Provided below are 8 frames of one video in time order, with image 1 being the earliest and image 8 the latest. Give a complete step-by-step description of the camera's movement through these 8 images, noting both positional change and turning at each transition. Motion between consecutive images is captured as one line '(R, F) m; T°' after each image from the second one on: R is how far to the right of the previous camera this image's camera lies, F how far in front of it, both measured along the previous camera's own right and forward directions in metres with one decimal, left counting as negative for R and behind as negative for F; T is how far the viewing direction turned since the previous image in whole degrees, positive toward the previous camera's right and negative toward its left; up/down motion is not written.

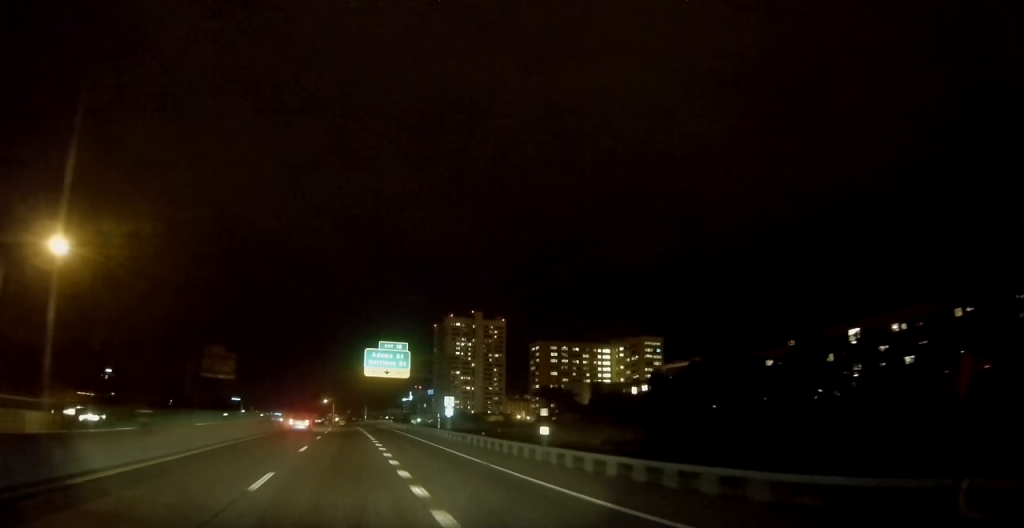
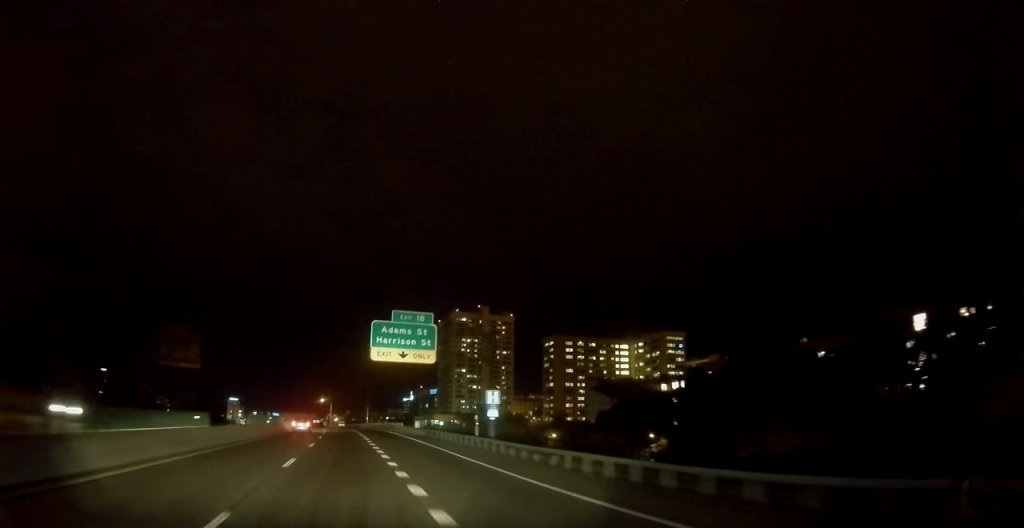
(+0.1, +18.2) m; 0°
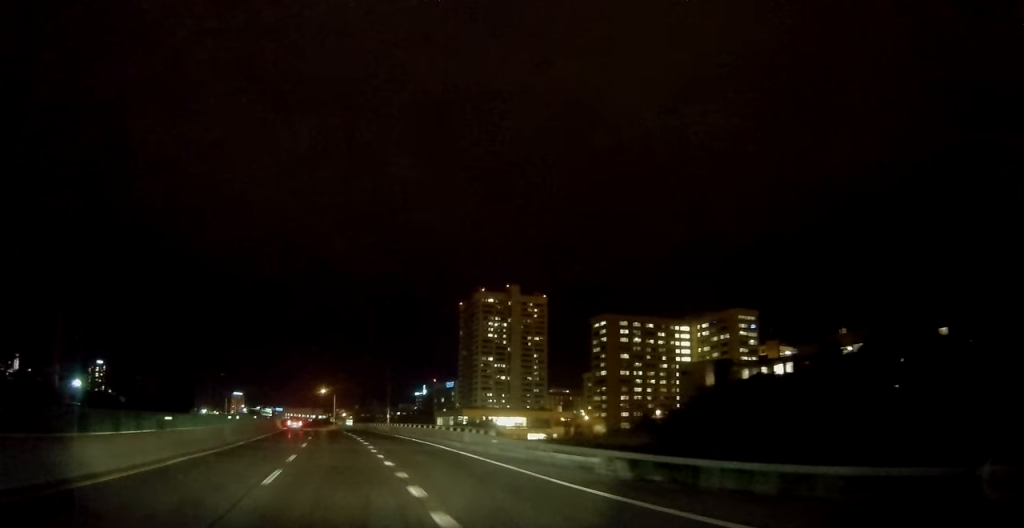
(0.0, +41.1) m; -1°
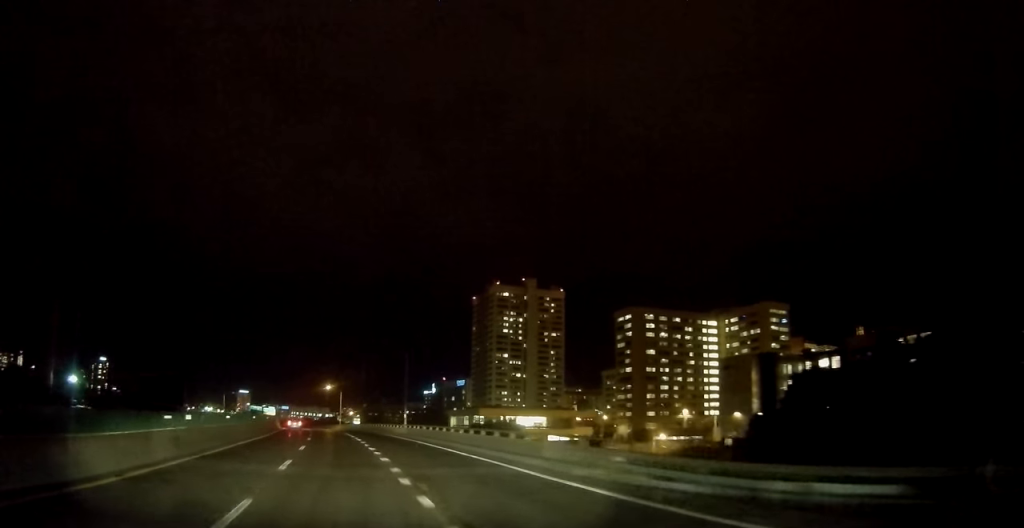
(-0.1, +12.4) m; 0°
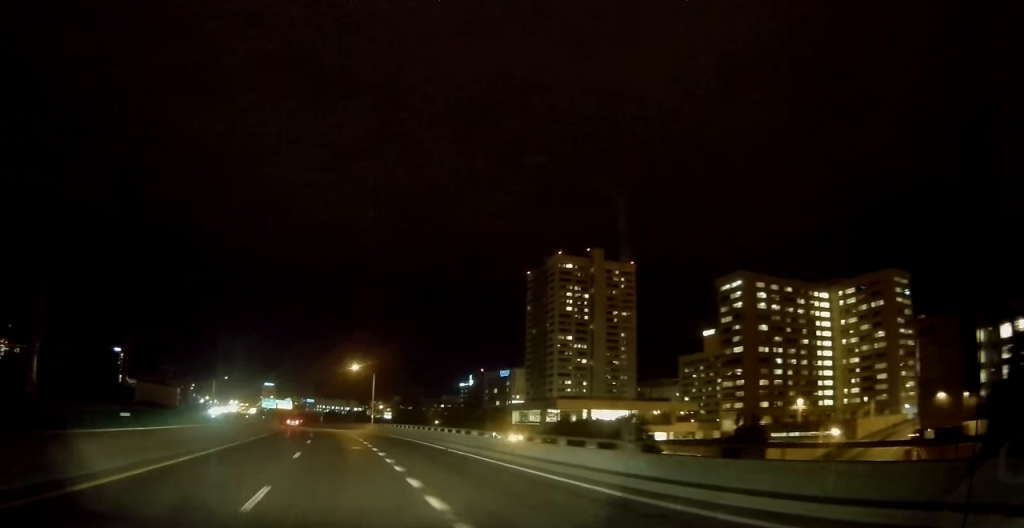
(-0.8, +41.1) m; -3°
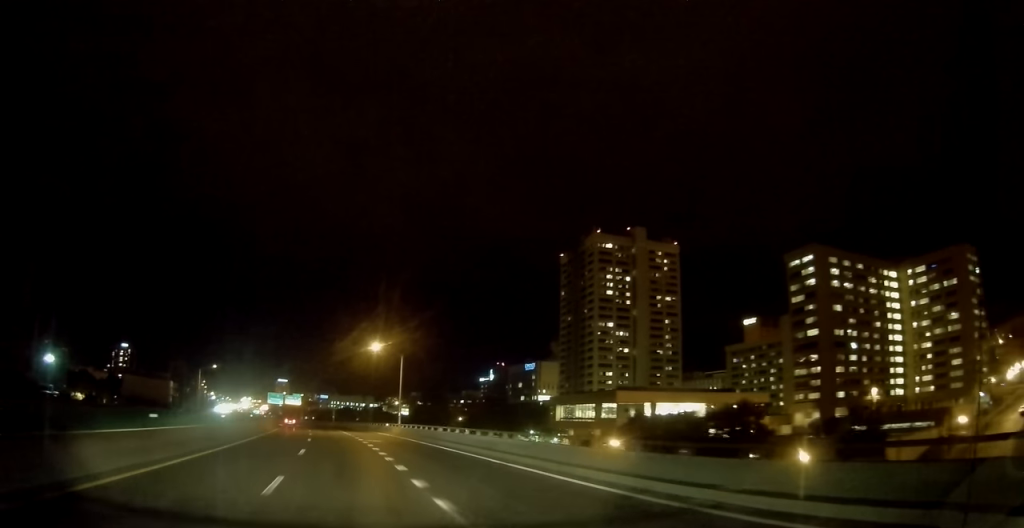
(-0.3, +22.6) m; -1°
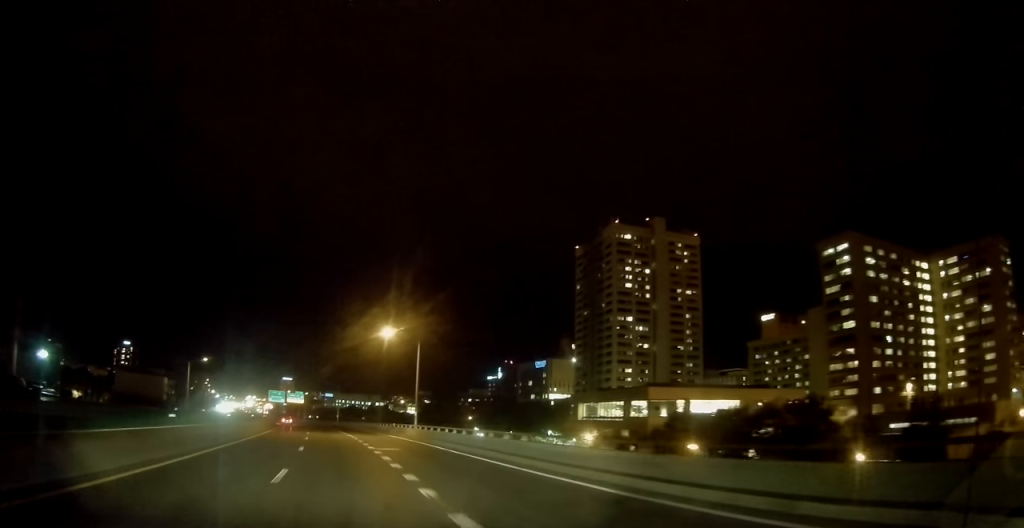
(+0.1, +9.8) m; 0°
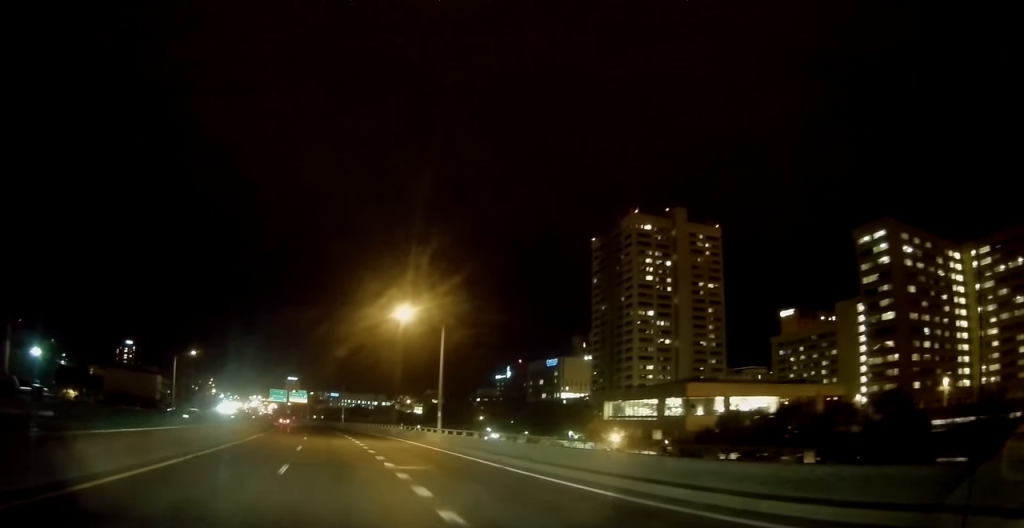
(-0.1, +9.8) m; -1°
